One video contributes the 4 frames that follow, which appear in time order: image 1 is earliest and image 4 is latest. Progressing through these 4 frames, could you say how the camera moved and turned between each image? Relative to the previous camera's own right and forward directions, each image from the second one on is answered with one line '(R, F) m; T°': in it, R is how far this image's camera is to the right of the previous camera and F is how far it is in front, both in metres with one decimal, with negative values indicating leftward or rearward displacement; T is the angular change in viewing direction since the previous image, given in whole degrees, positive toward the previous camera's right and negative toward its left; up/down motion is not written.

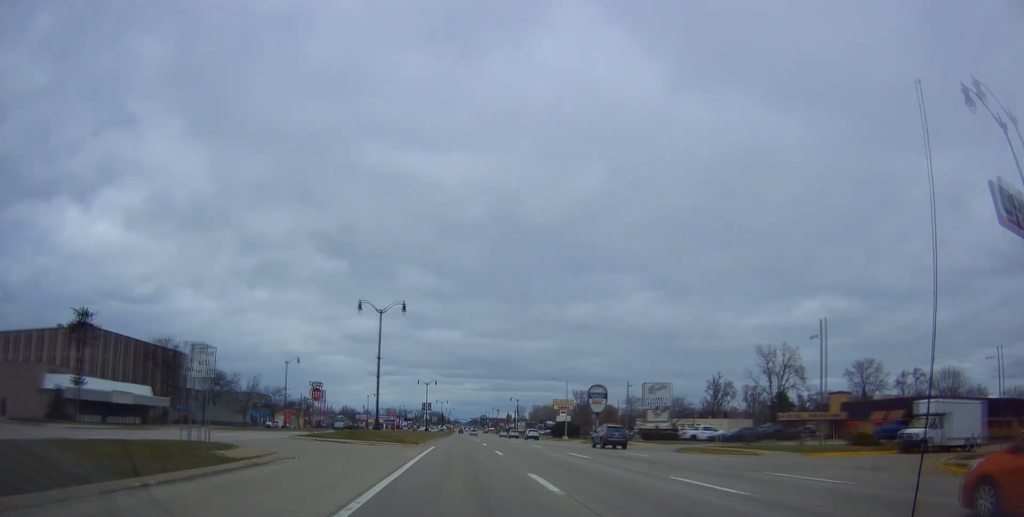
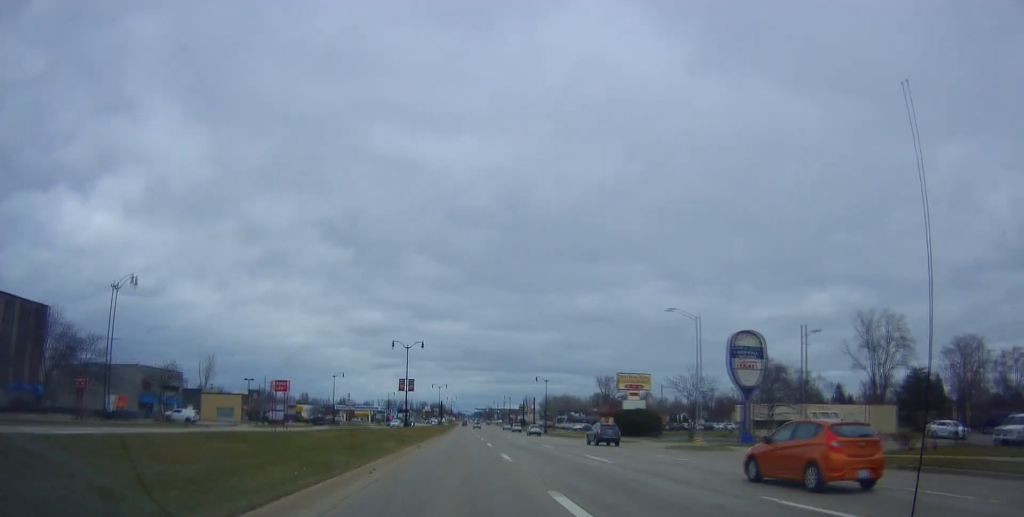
(0.0, +50.1) m; -1°
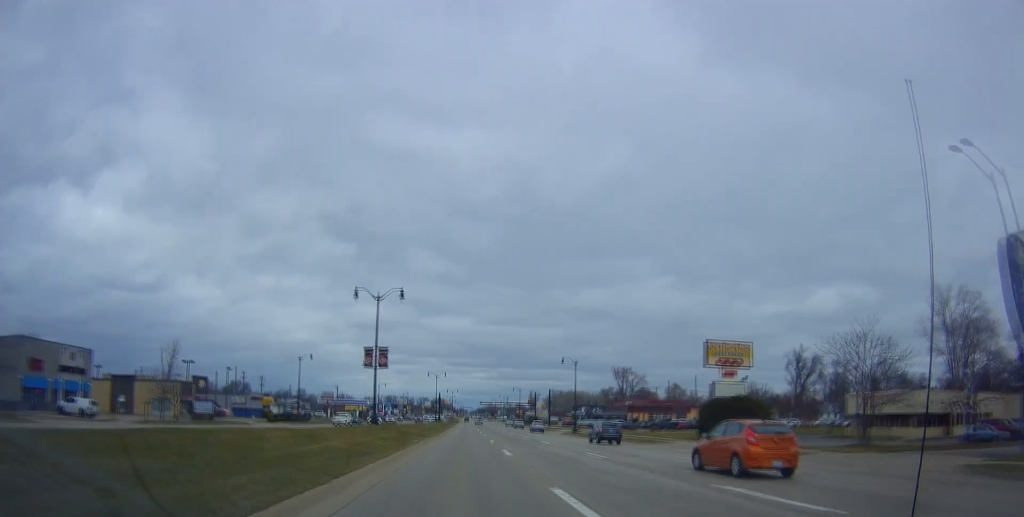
(-0.2, +27.6) m; 0°
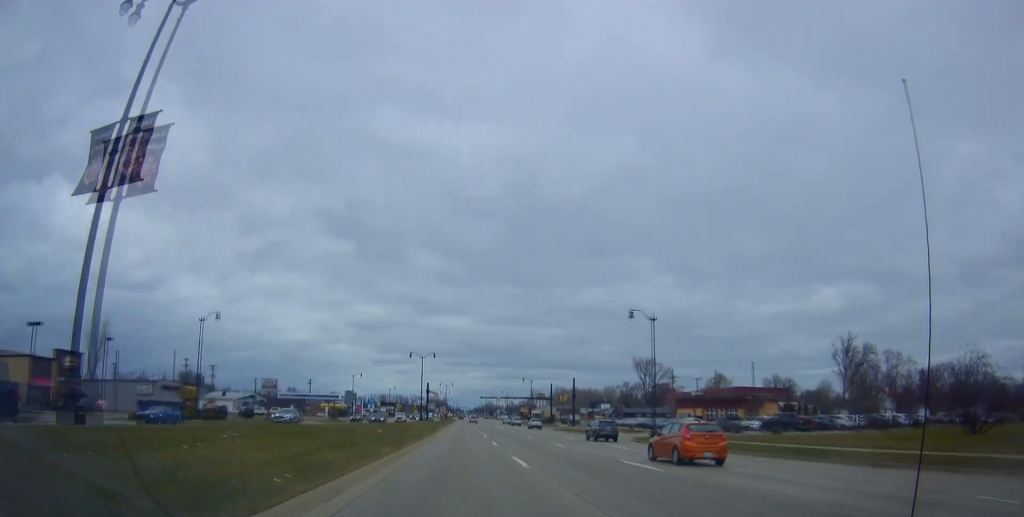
(0.0, +36.7) m; -2°
